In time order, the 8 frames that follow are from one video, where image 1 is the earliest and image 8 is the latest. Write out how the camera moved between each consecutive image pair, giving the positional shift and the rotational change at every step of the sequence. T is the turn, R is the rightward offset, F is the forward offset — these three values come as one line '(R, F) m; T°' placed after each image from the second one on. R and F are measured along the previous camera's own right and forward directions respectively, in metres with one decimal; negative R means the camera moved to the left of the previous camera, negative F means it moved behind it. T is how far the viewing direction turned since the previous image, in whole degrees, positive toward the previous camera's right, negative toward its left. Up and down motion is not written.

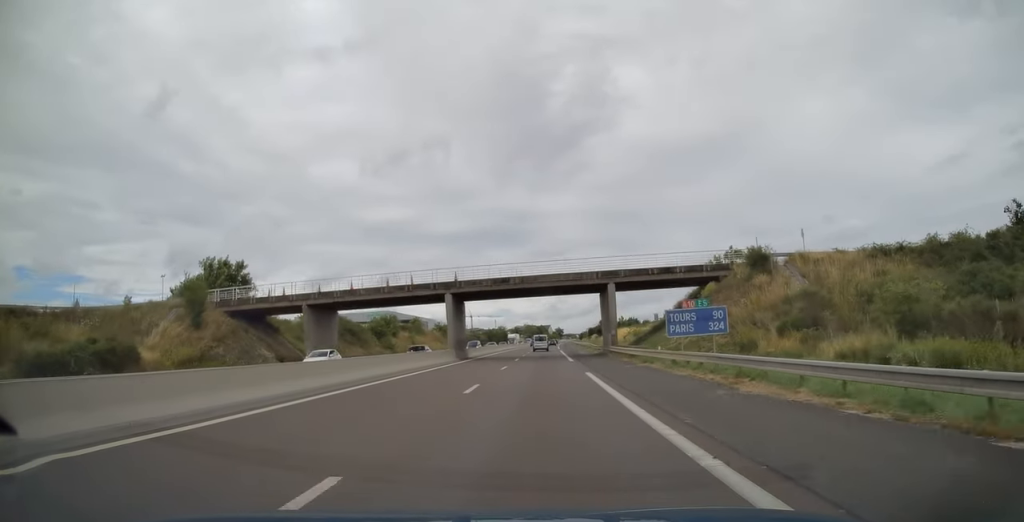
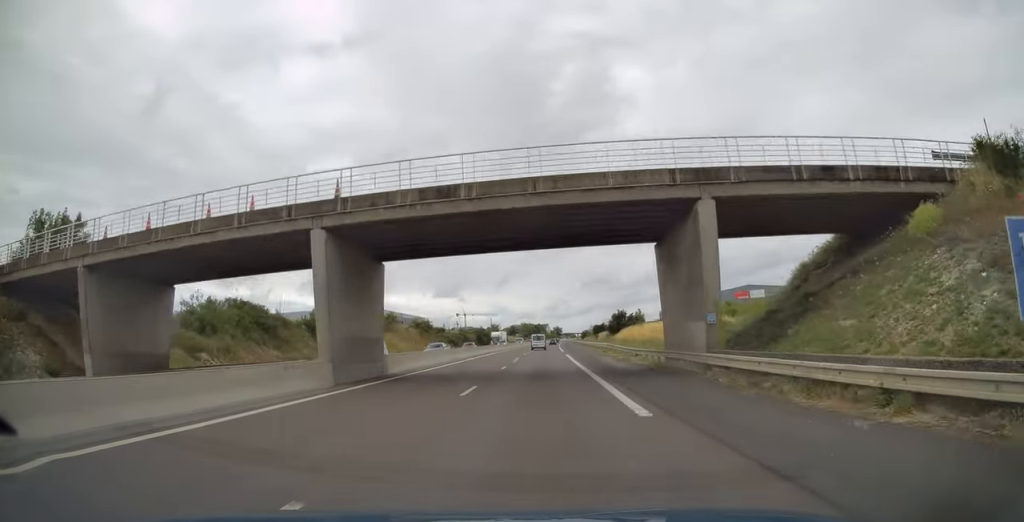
(+0.1, +26.7) m; 0°
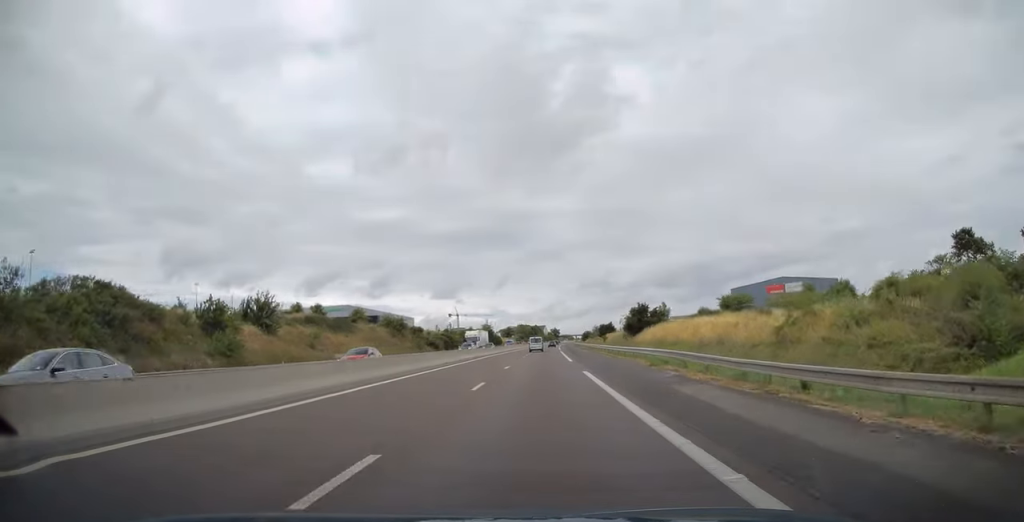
(0.0, +23.3) m; 0°
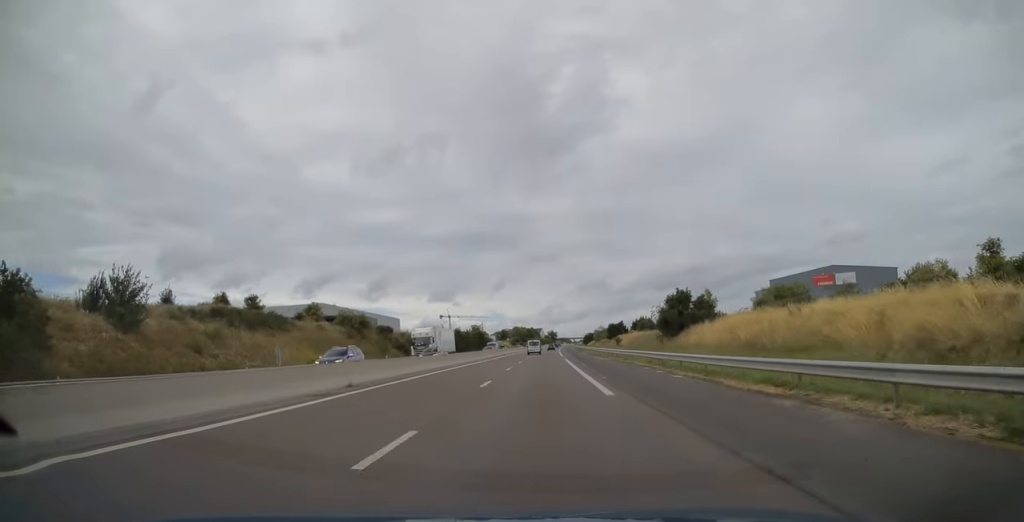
(0.0, +23.3) m; 0°
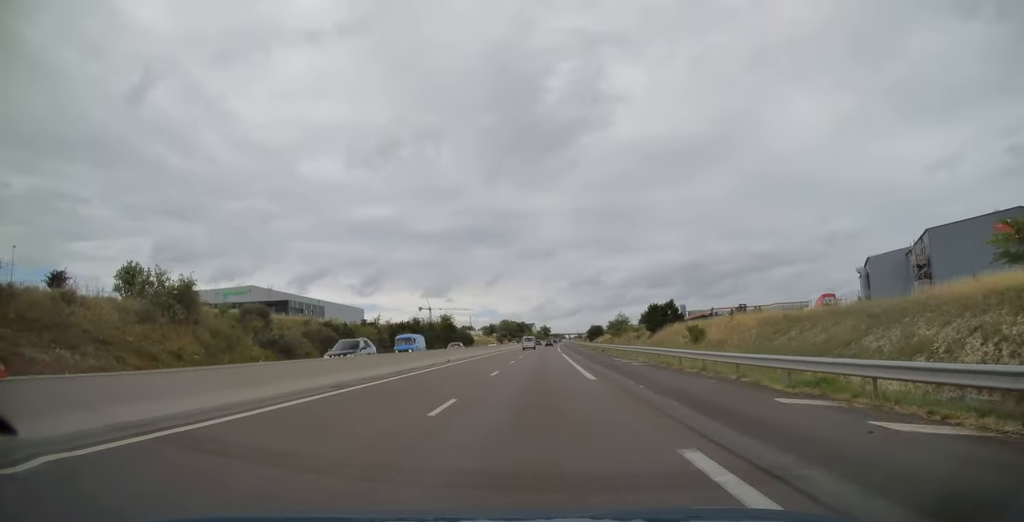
(+0.5, +46.8) m; +1°
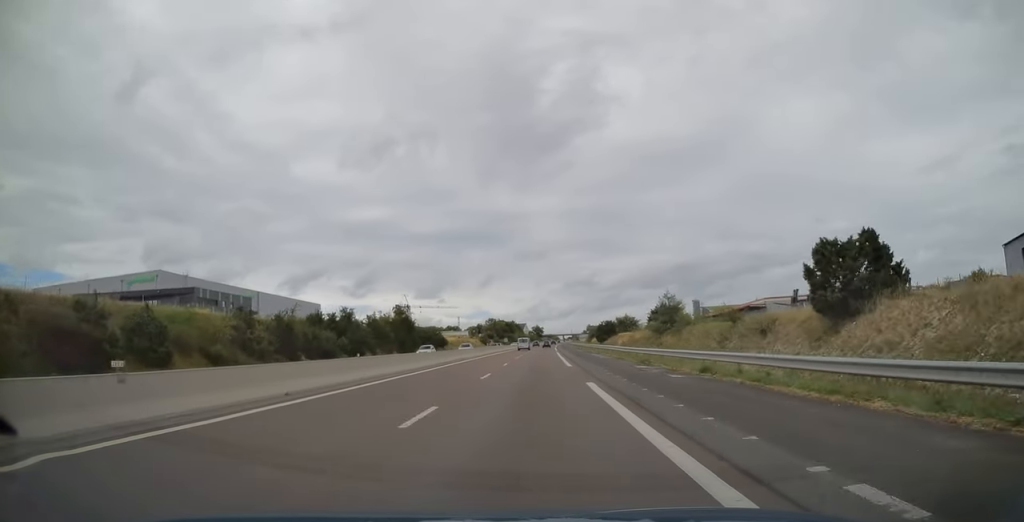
(+0.3, +40.0) m; +1°
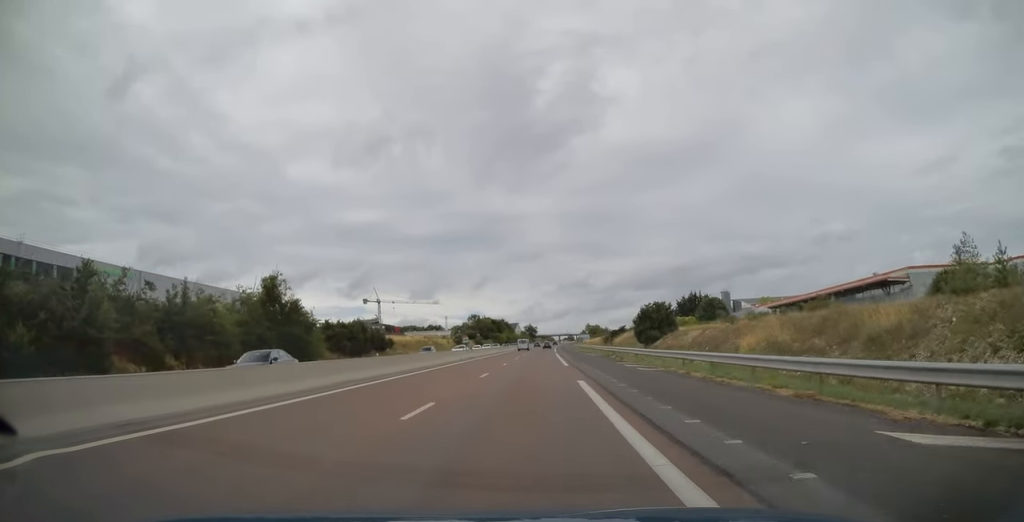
(+0.4, +50.4) m; +1°
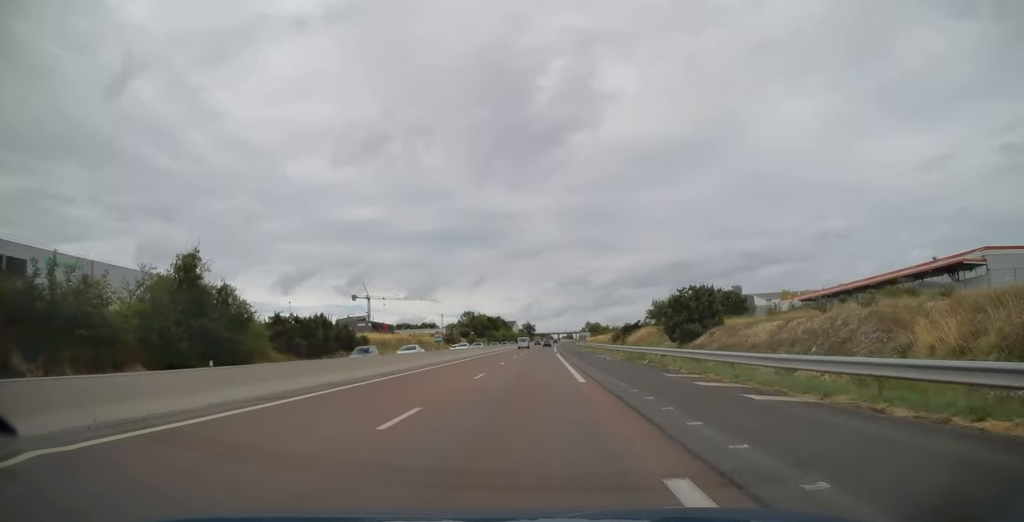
(+0.1, +14.4) m; 0°
